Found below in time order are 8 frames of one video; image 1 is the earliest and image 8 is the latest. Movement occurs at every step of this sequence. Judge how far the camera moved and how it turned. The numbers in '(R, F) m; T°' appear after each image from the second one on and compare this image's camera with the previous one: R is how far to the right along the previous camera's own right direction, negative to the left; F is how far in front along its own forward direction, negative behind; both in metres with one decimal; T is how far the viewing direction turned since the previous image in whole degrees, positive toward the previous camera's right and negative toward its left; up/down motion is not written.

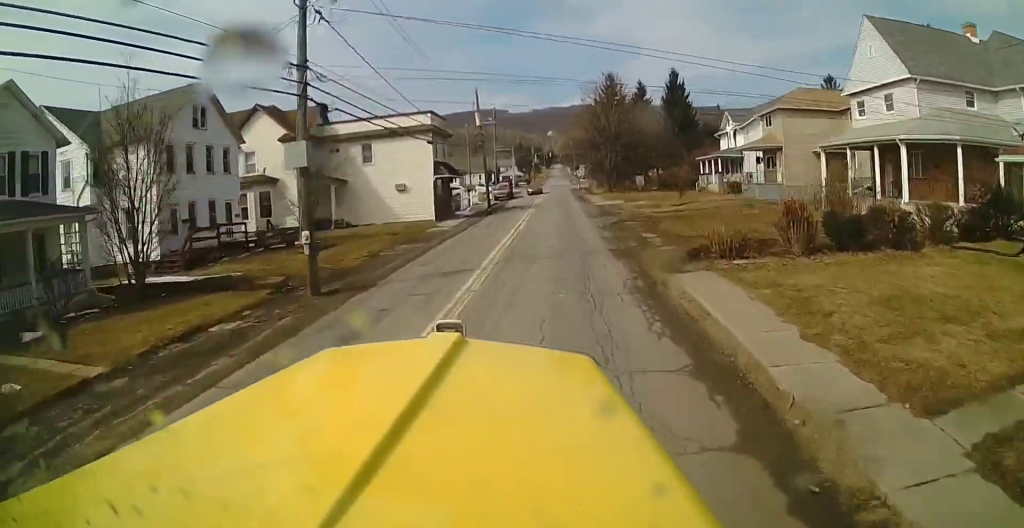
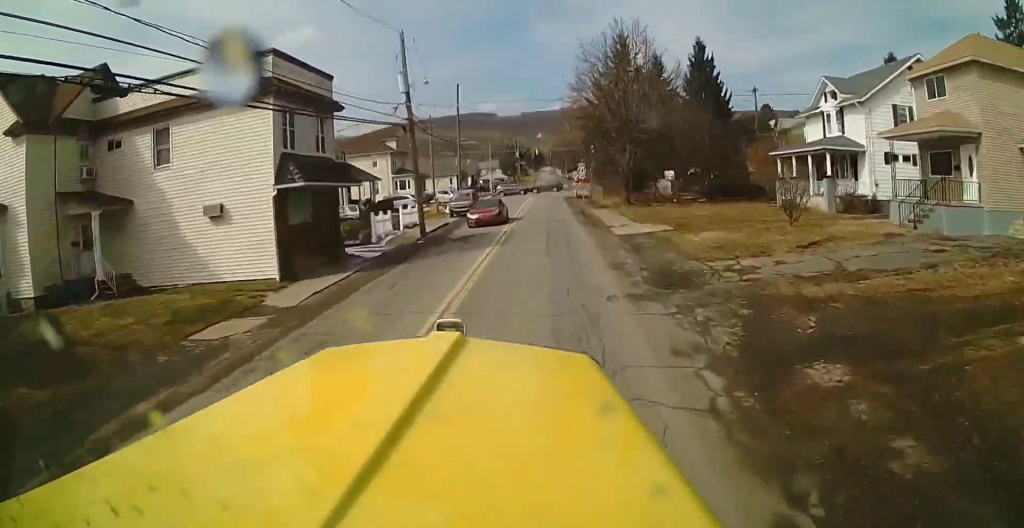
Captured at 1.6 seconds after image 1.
(+0.2, +20.9) m; +1°
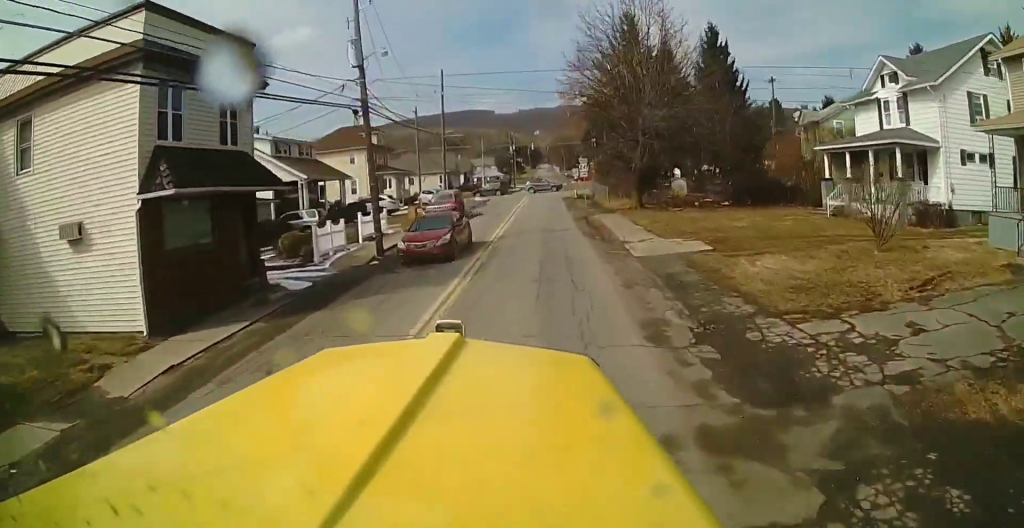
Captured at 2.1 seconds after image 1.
(0.0, +6.6) m; 0°
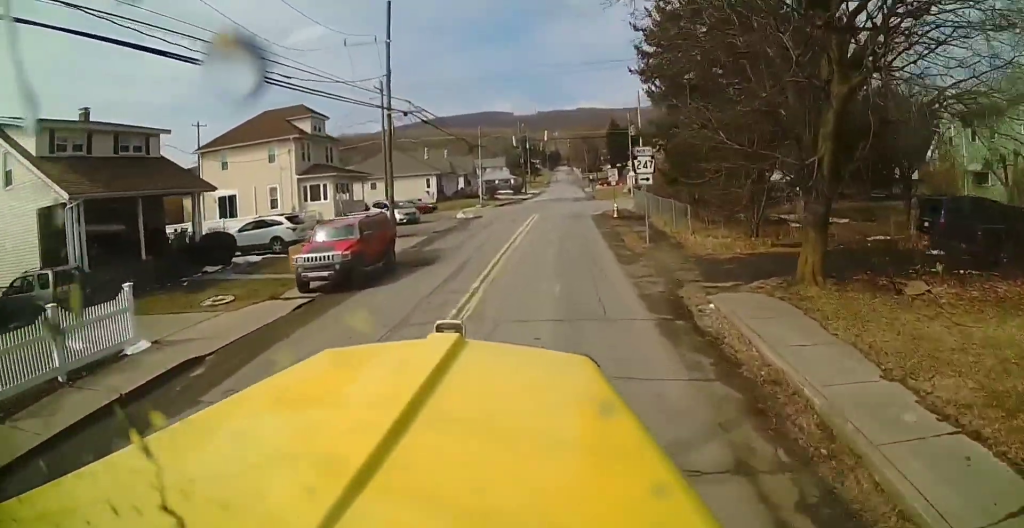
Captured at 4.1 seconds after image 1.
(0.0, +22.2) m; +1°
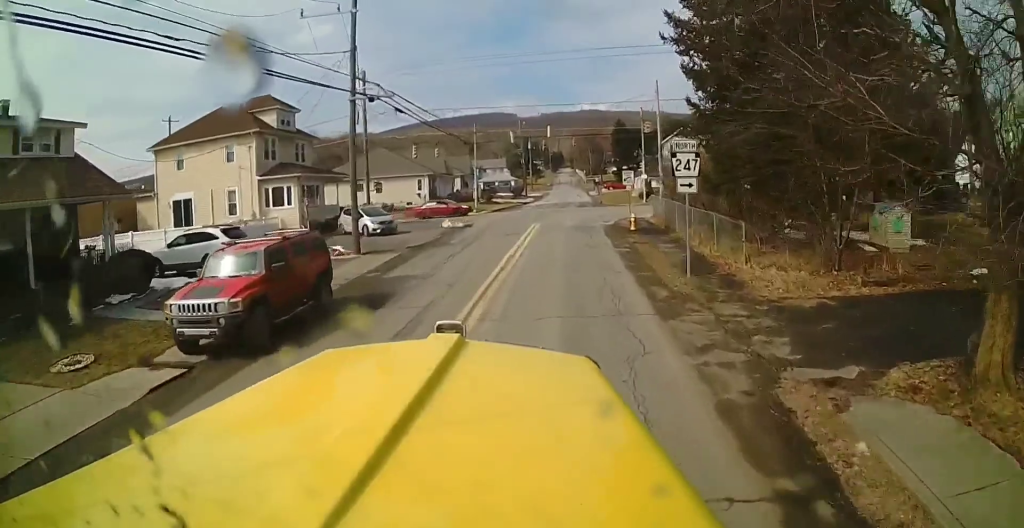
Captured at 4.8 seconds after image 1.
(+0.1, +6.6) m; +1°
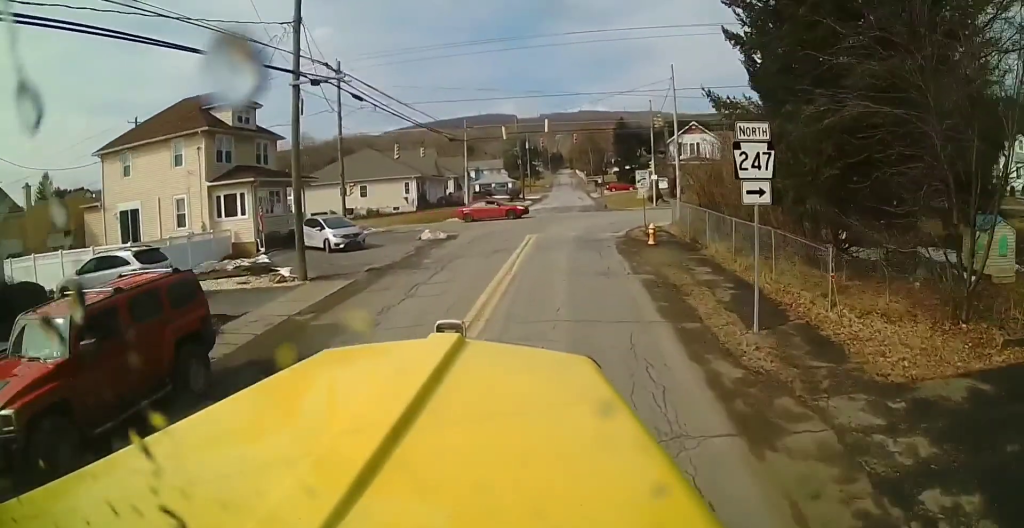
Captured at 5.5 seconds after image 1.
(+0.1, +6.5) m; +1°
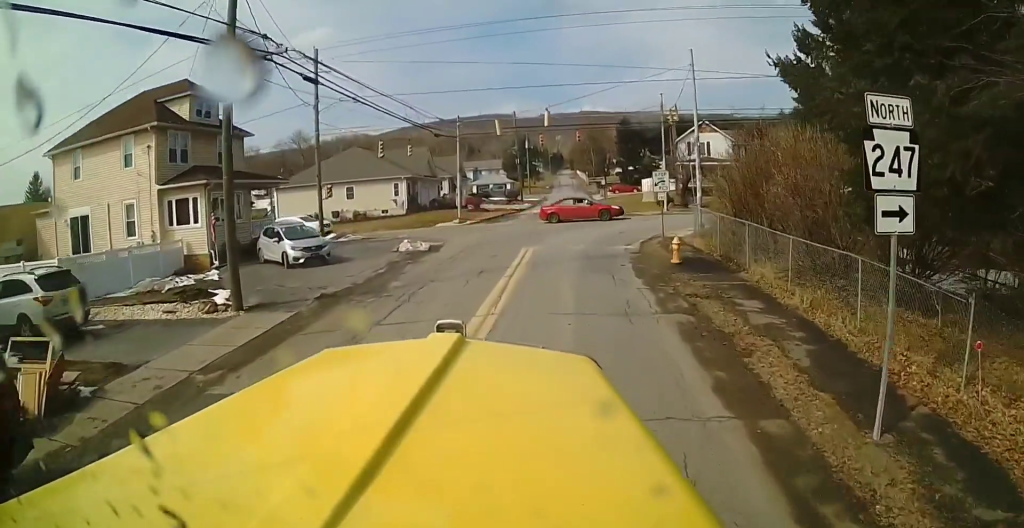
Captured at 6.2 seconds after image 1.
(0.0, +6.3) m; +1°
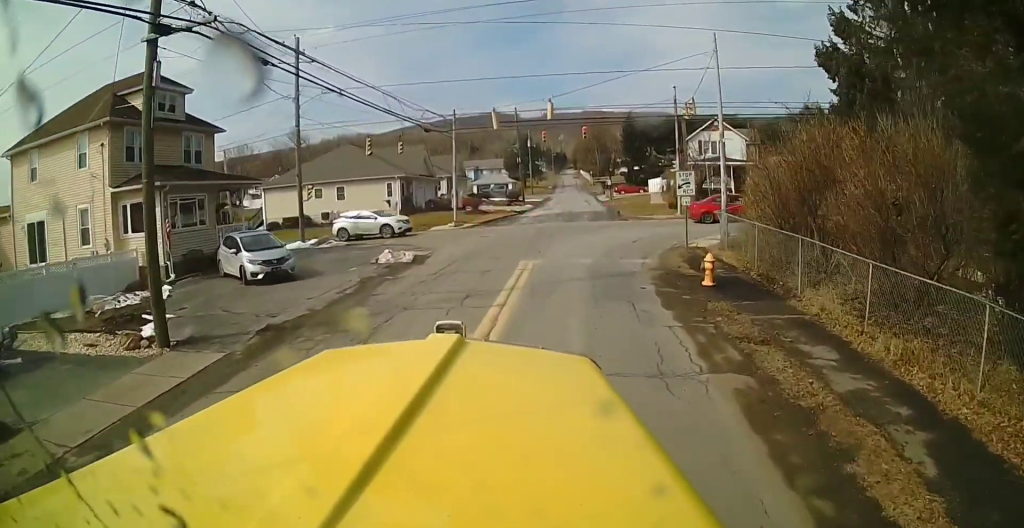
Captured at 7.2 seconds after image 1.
(+0.1, +6.5) m; +3°
